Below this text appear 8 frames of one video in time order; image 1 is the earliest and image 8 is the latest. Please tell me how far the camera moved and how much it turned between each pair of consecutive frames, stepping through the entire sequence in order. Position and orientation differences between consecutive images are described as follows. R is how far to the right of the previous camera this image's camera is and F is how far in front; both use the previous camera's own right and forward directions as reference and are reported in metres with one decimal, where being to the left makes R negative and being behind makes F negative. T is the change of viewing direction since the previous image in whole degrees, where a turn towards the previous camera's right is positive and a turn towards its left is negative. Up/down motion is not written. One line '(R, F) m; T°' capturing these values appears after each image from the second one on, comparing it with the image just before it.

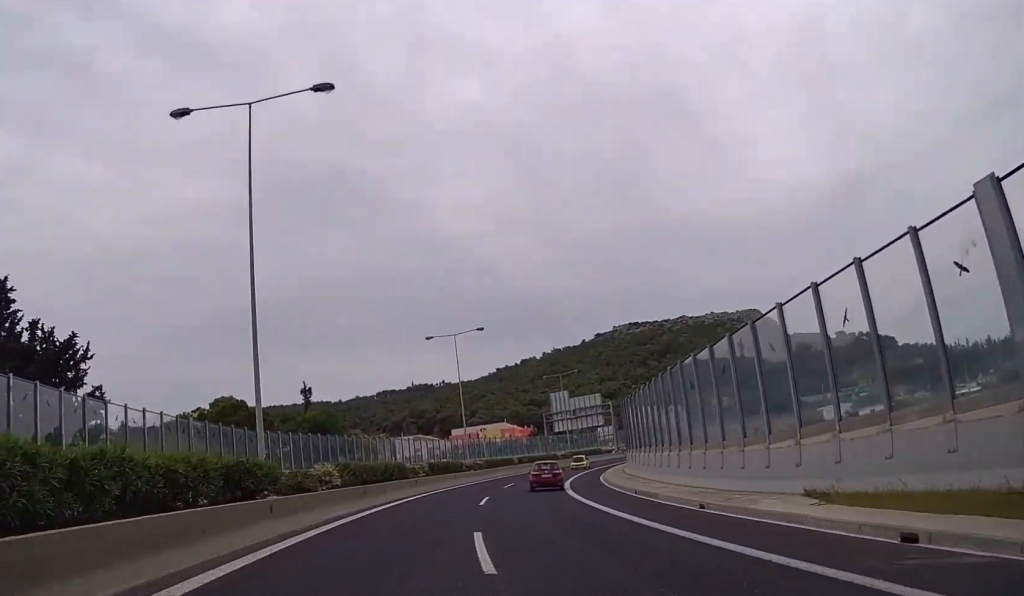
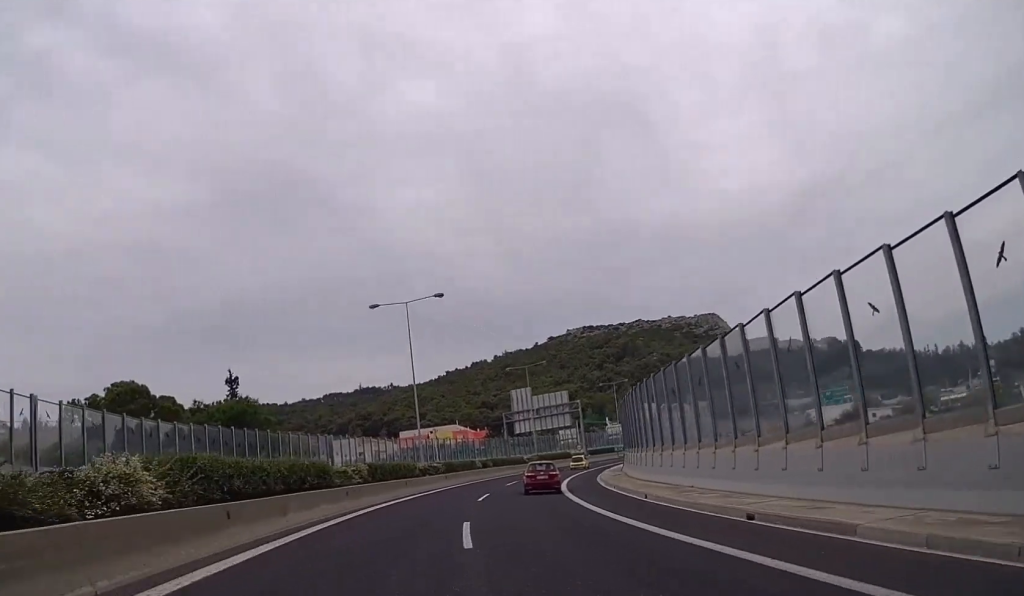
(+0.5, +15.1) m; +6°
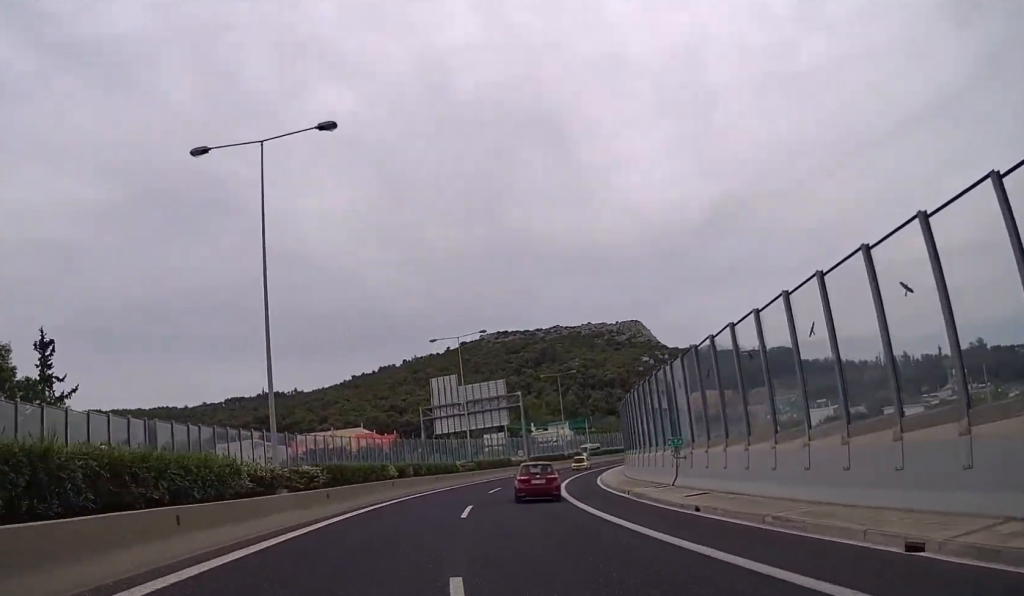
(+2.4, +27.9) m; +7°
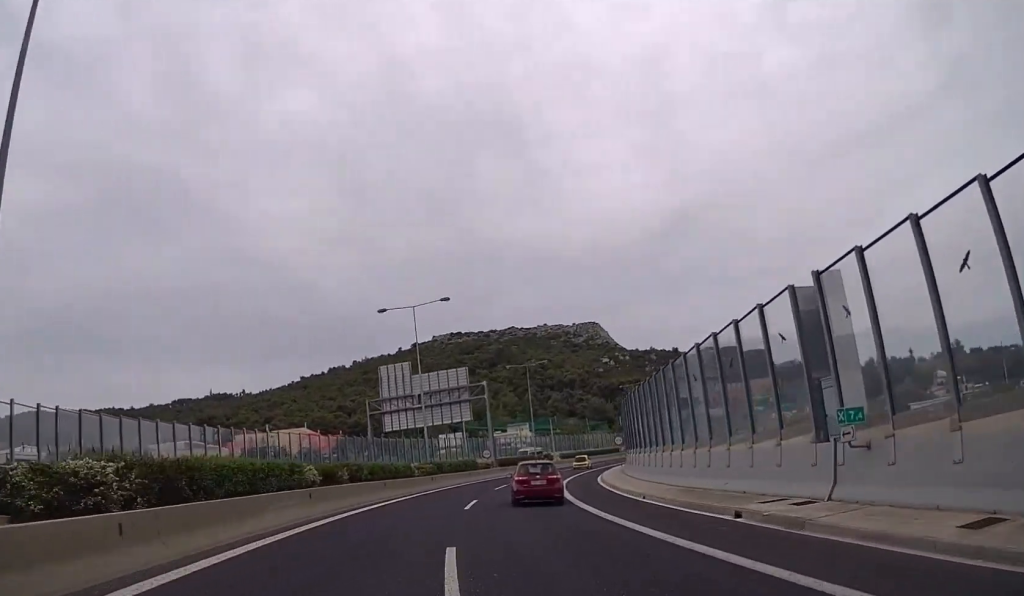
(+0.2, +15.3) m; +2°
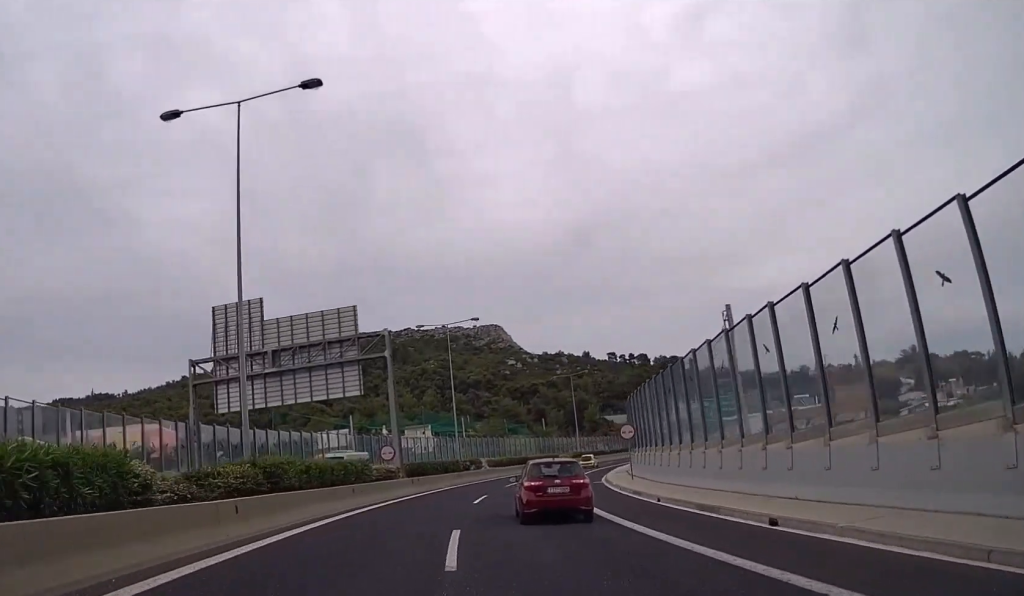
(+1.5, +32.3) m; +7°
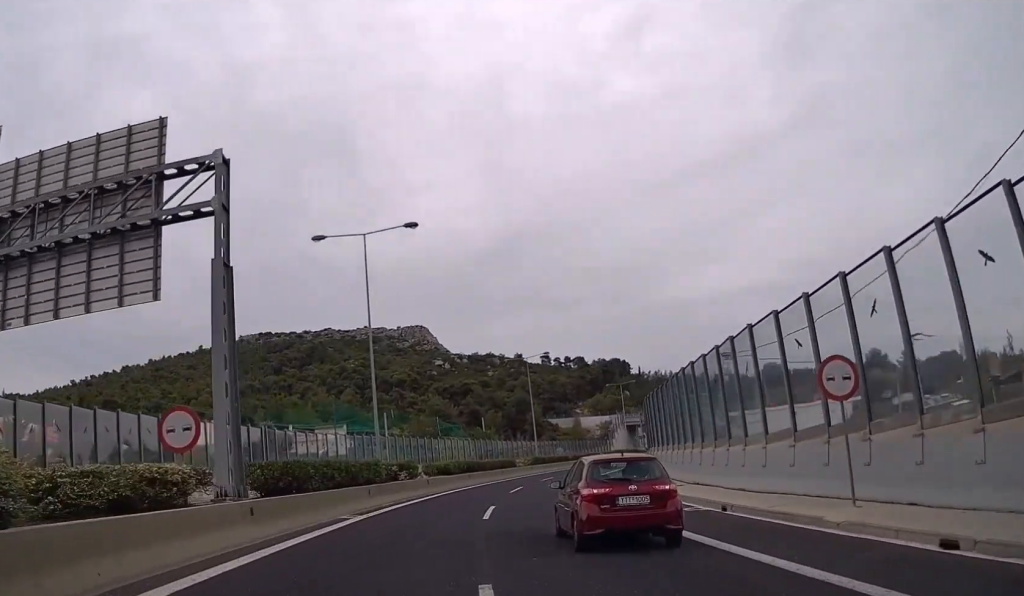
(+1.4, +26.7) m; +5°
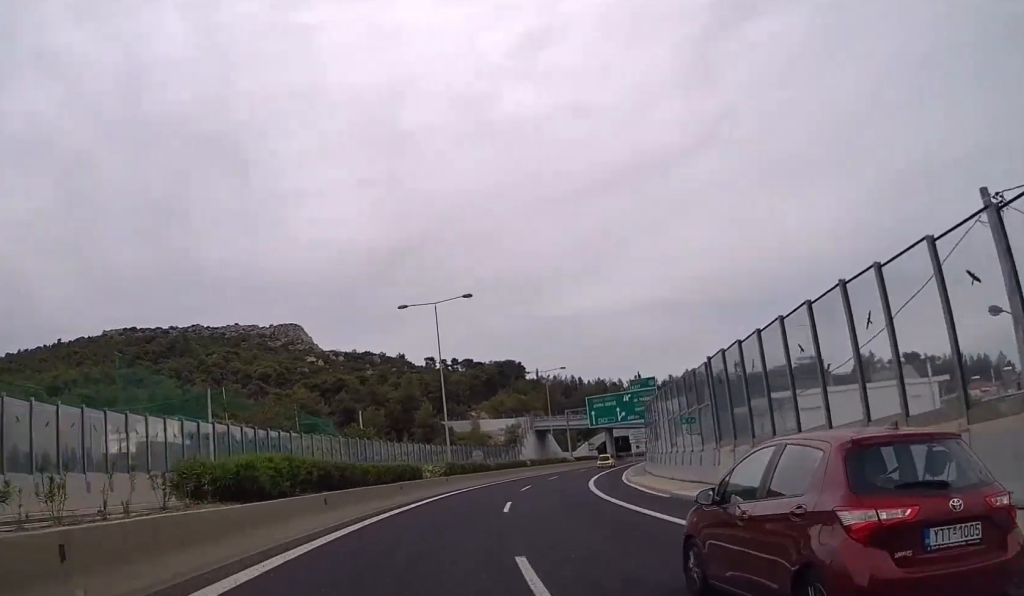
(+2.1, +33.5) m; +7°
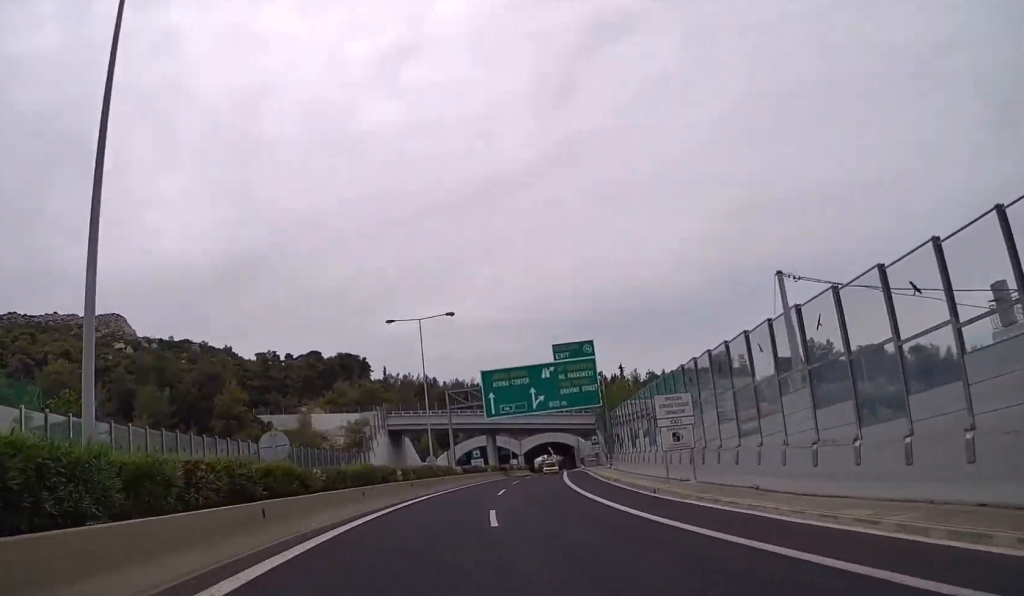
(+3.9, +42.1) m; +12°
